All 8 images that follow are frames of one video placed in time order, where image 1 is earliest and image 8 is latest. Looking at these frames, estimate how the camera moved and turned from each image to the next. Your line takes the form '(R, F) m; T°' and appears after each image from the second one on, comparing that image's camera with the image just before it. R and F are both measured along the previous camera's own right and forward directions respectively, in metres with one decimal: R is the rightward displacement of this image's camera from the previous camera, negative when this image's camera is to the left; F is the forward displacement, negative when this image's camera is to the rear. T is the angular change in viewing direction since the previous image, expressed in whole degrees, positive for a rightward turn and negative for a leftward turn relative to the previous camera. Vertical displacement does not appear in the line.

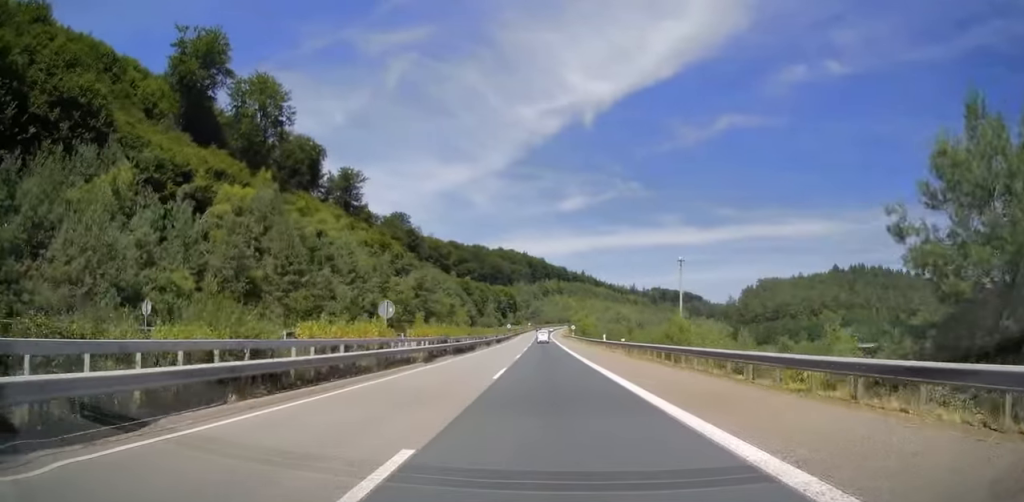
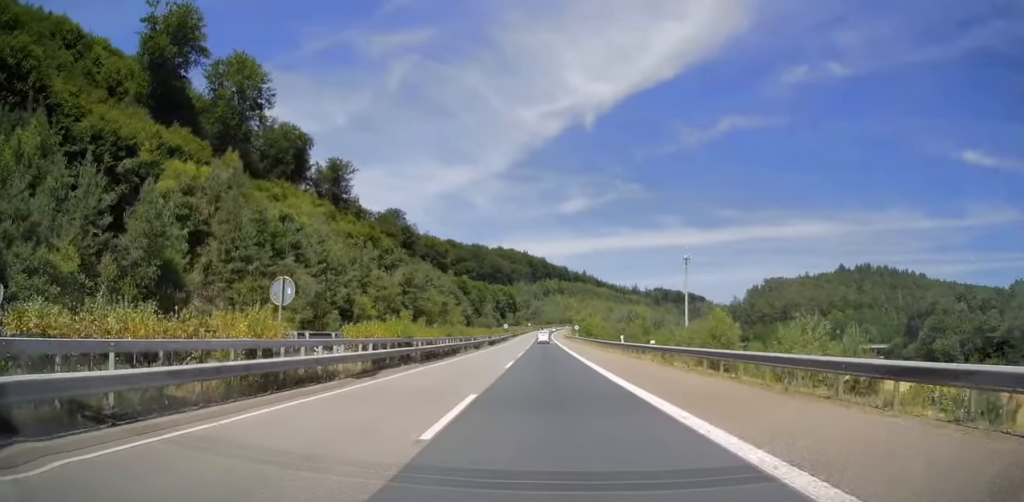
(-0.1, +11.4) m; 0°
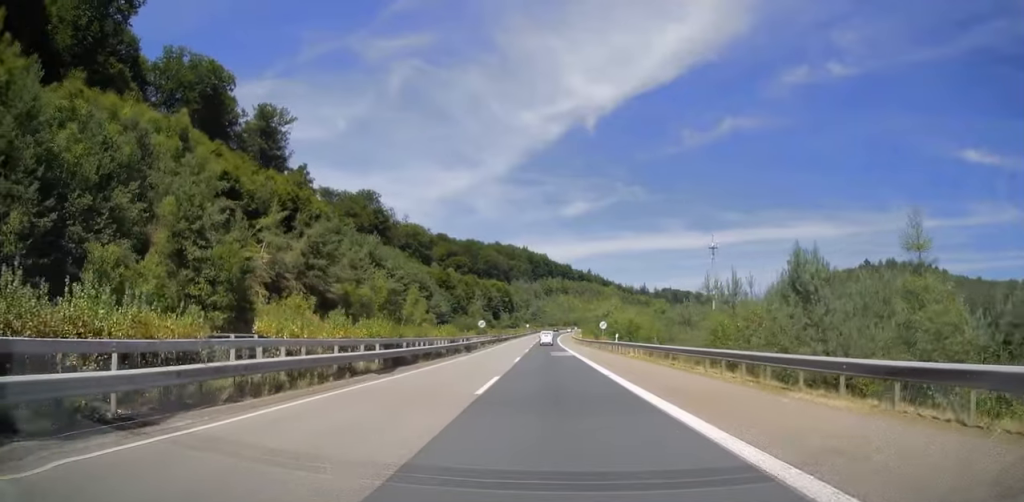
(-0.3, +48.4) m; -1°
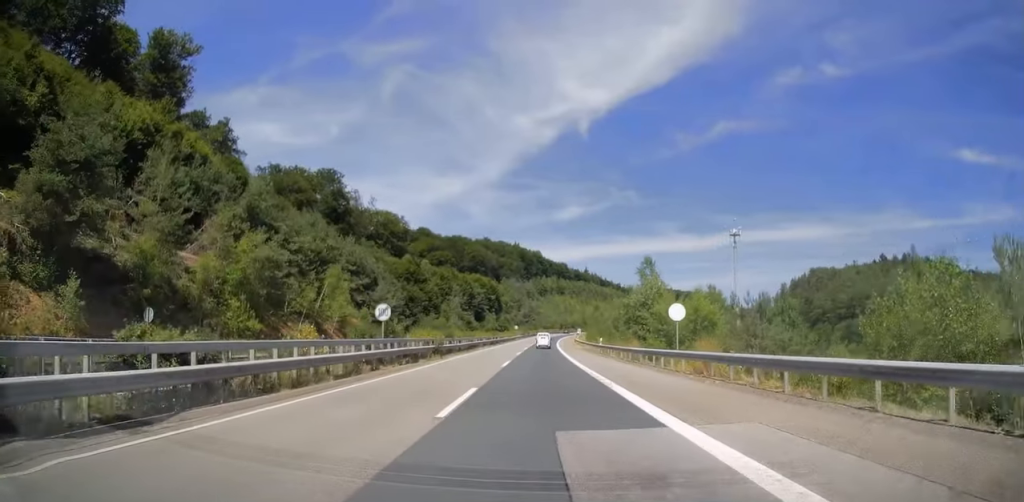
(0.0, +40.2) m; 0°
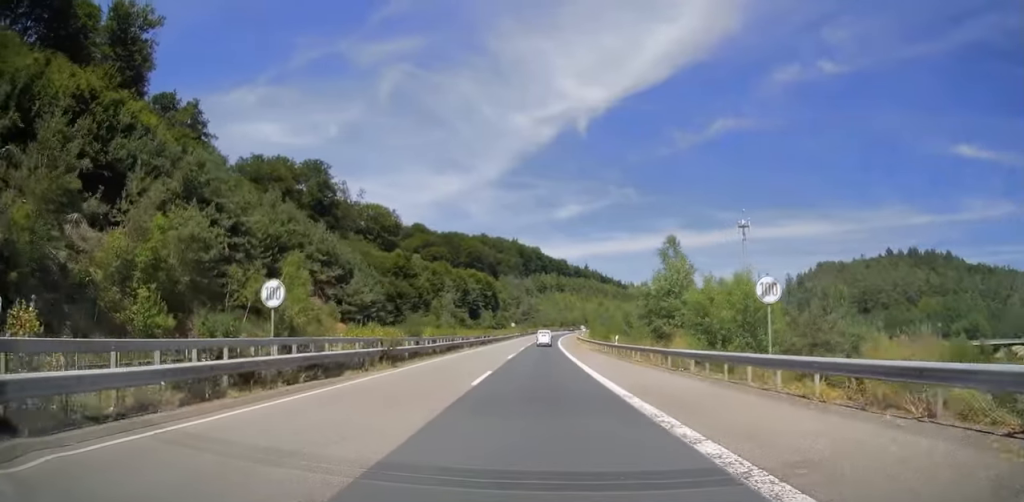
(0.0, +11.8) m; 0°
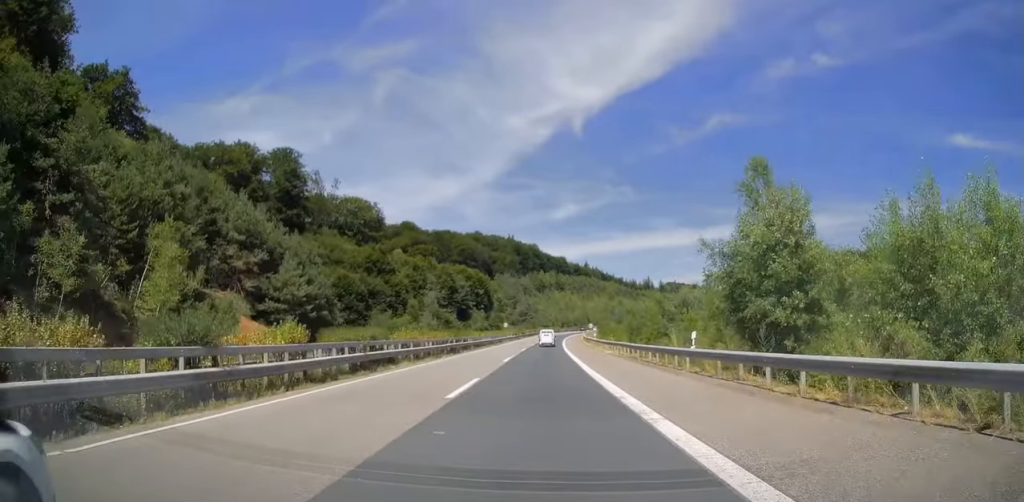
(0.0, +21.8) m; 0°
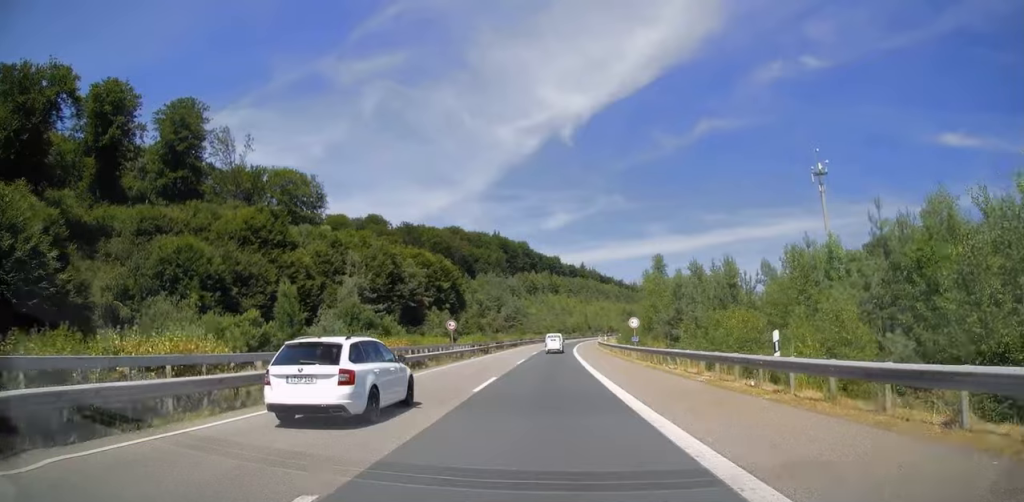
(+0.2, +51.7) m; 0°
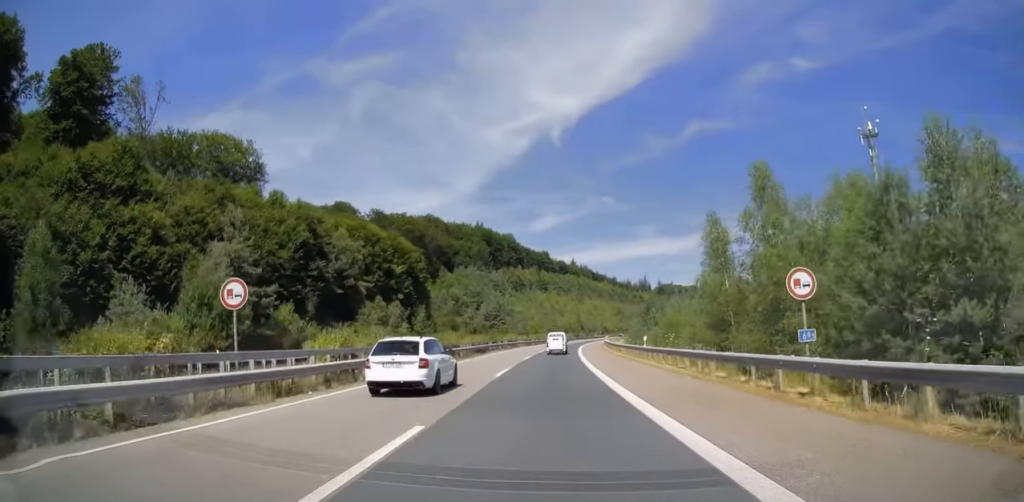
(+0.1, +31.0) m; +1°
